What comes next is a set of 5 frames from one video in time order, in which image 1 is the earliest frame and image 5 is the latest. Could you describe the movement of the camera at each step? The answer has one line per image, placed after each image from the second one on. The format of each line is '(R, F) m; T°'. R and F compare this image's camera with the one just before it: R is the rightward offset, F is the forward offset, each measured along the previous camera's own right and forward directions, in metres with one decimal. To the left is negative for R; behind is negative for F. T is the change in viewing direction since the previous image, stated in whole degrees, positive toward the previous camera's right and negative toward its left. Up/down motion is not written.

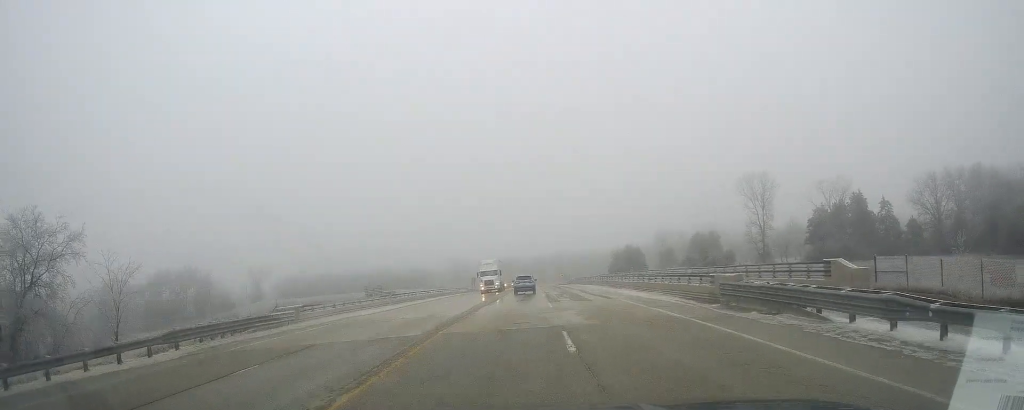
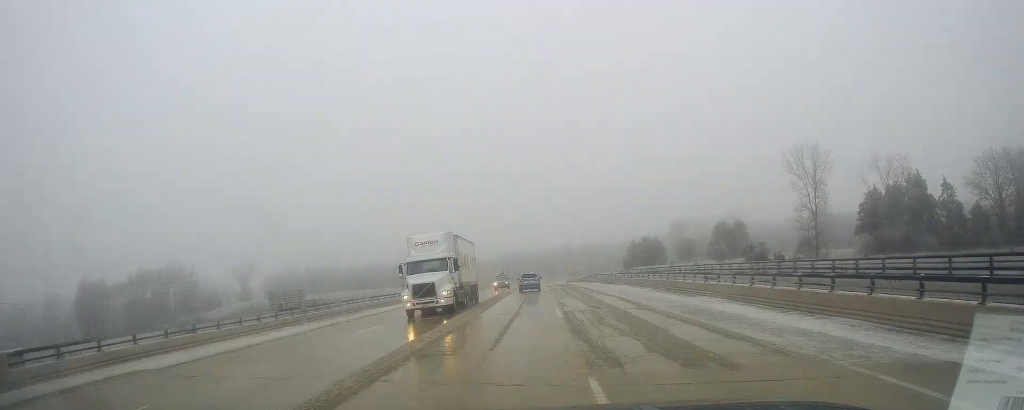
(+0.3, +22.5) m; -2°
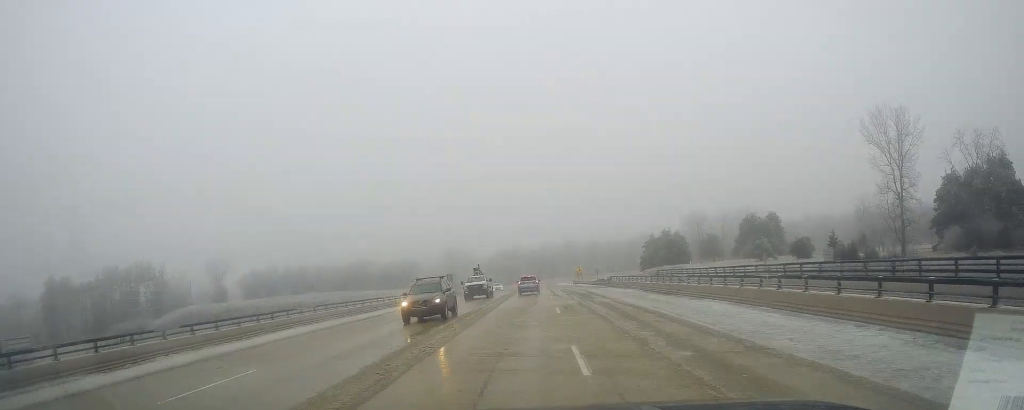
(-1.0, +26.6) m; -2°
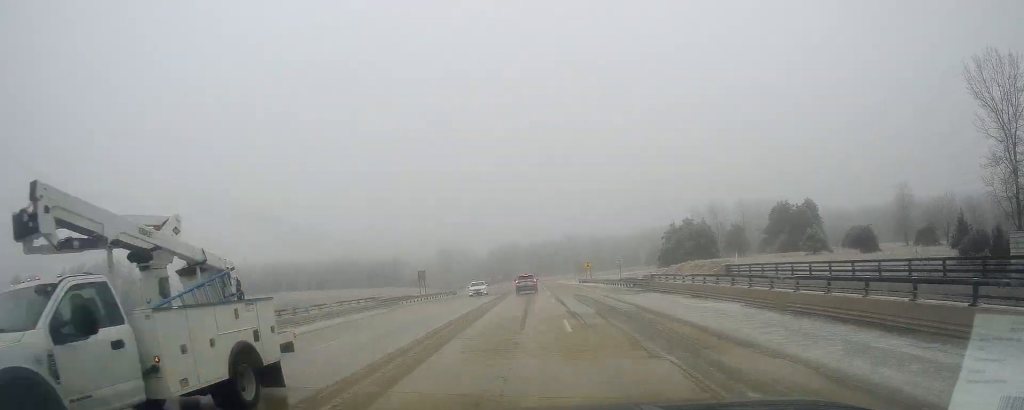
(+0.7, +23.6) m; +2°
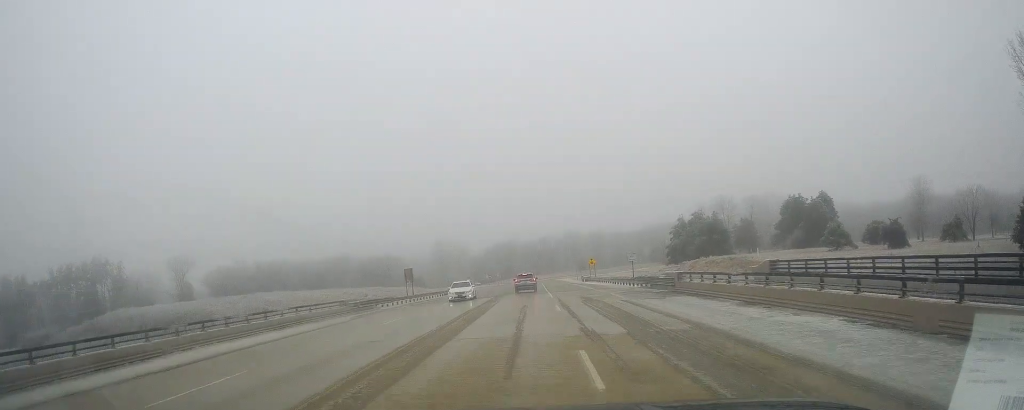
(+0.2, +7.9) m; 0°
